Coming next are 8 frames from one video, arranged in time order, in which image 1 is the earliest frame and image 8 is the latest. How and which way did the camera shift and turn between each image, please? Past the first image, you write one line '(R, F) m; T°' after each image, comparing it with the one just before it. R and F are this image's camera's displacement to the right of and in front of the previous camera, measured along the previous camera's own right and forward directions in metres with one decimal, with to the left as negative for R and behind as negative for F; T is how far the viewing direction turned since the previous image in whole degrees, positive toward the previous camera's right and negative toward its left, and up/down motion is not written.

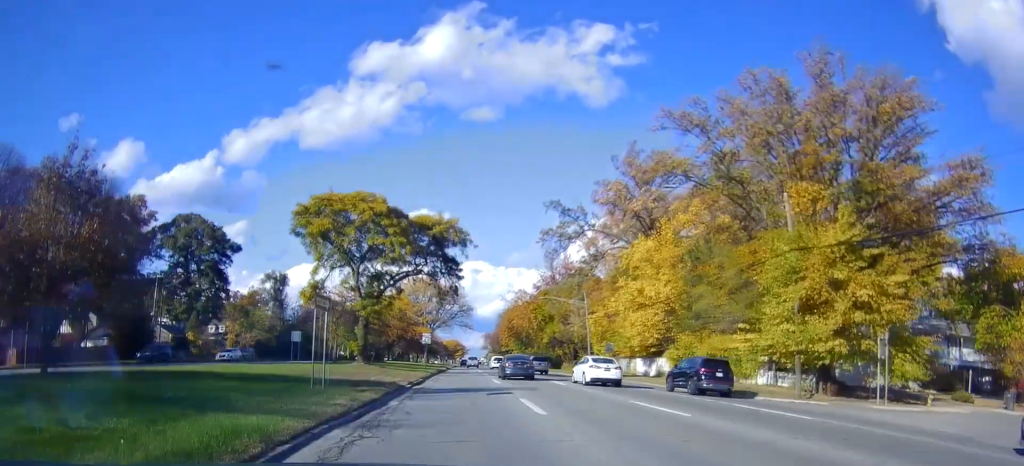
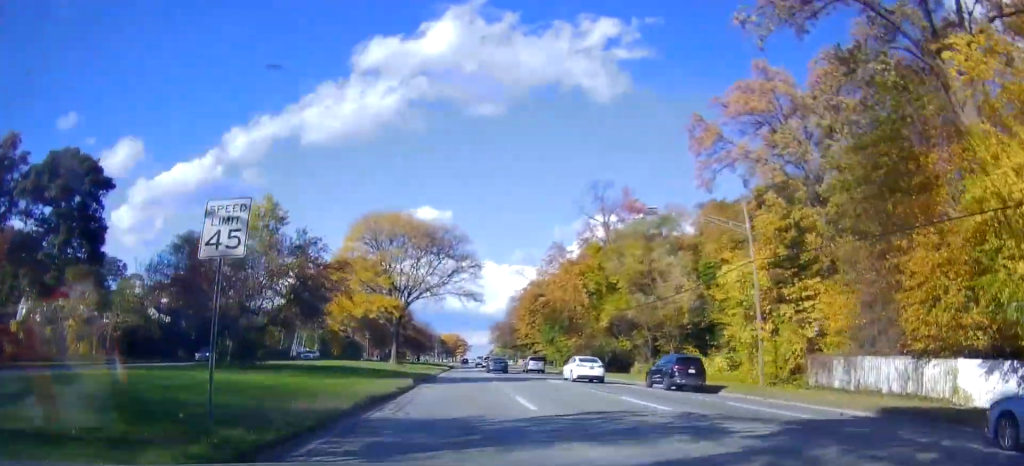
(+0.5, +46.9) m; -1°
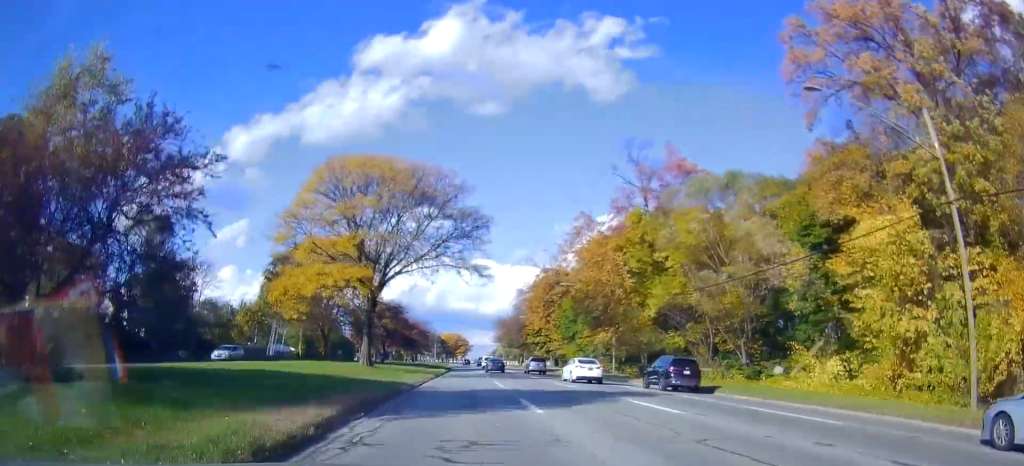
(-0.6, +16.7) m; 0°
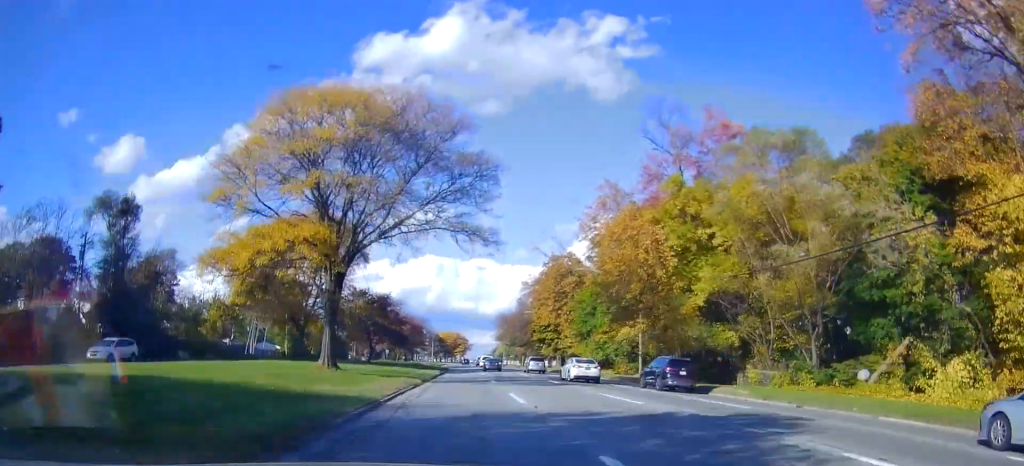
(+0.4, +10.8) m; +1°
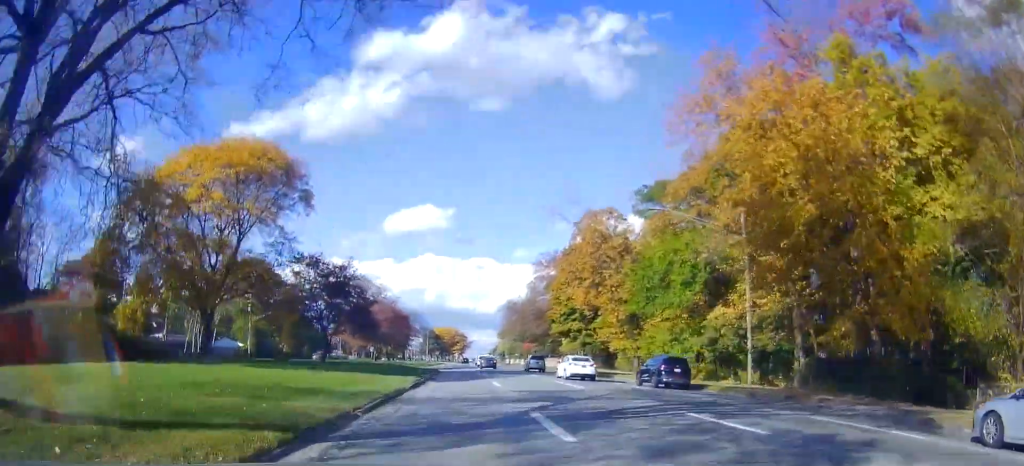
(+0.4, +22.9) m; +1°
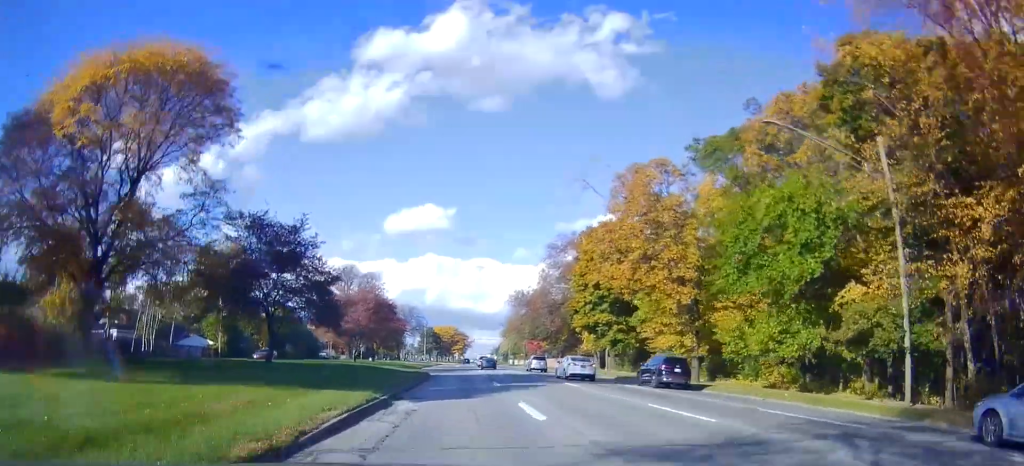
(0.0, +14.2) m; 0°
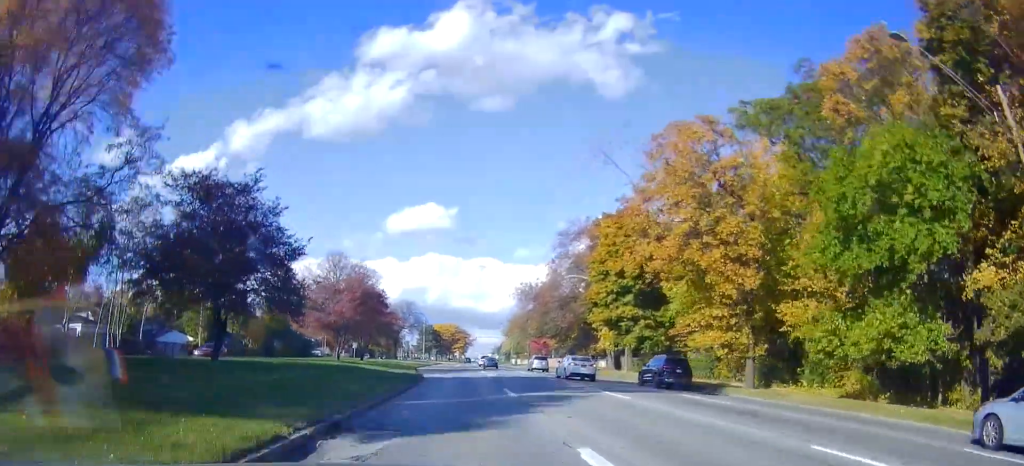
(0.0, +8.2) m; 0°
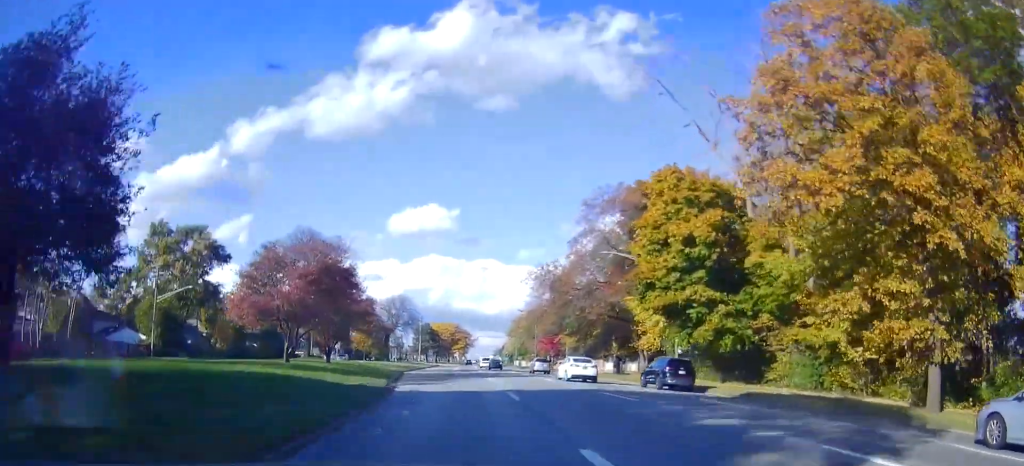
(0.0, +15.0) m; -1°
